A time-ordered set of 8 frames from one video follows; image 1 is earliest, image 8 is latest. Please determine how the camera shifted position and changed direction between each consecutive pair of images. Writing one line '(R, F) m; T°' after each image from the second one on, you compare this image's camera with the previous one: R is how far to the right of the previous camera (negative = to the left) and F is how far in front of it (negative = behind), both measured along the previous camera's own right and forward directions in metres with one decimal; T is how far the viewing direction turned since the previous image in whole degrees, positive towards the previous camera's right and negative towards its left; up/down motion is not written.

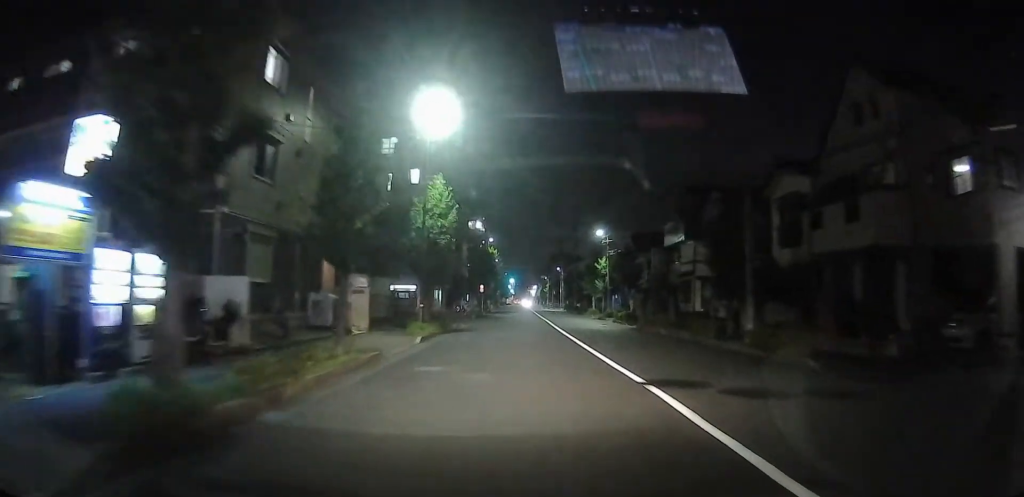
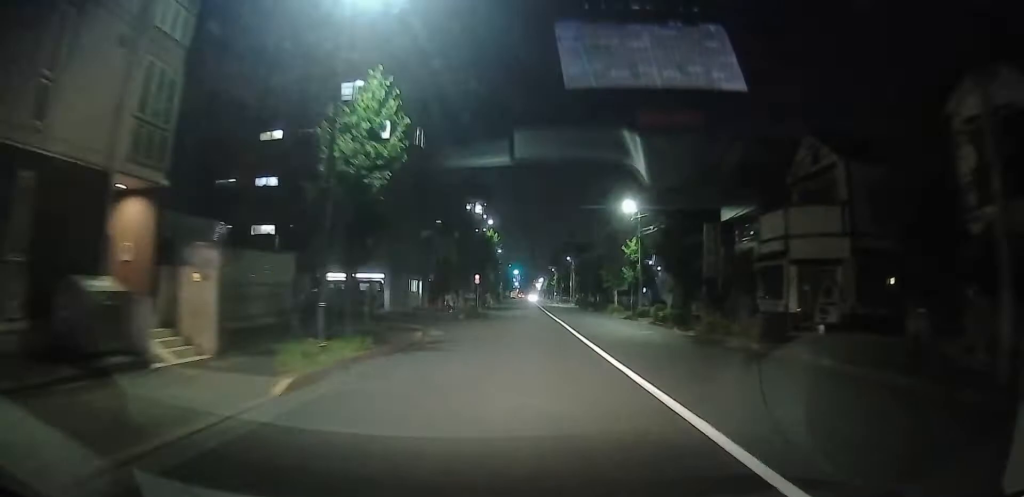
(-1.0, +13.2) m; -4°
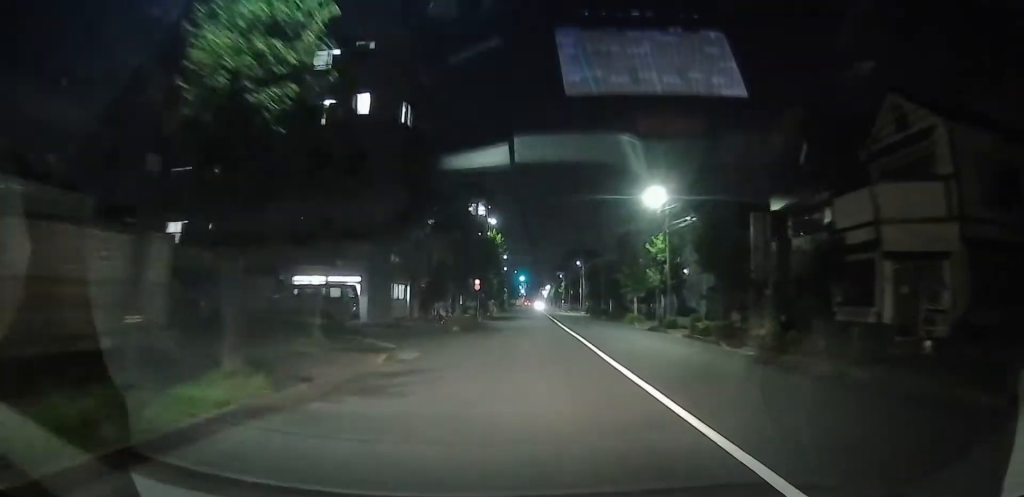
(-0.3, +7.1) m; +2°
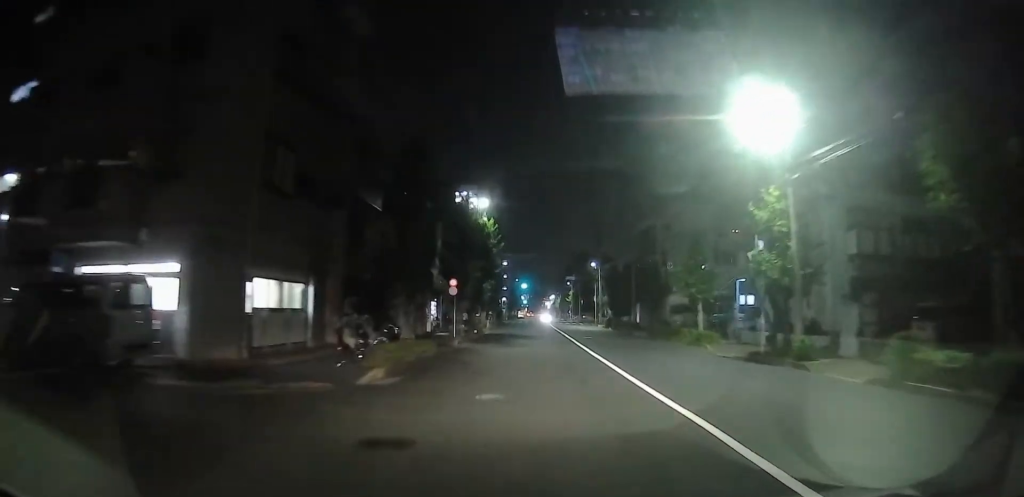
(+1.8, +17.8) m; +6°
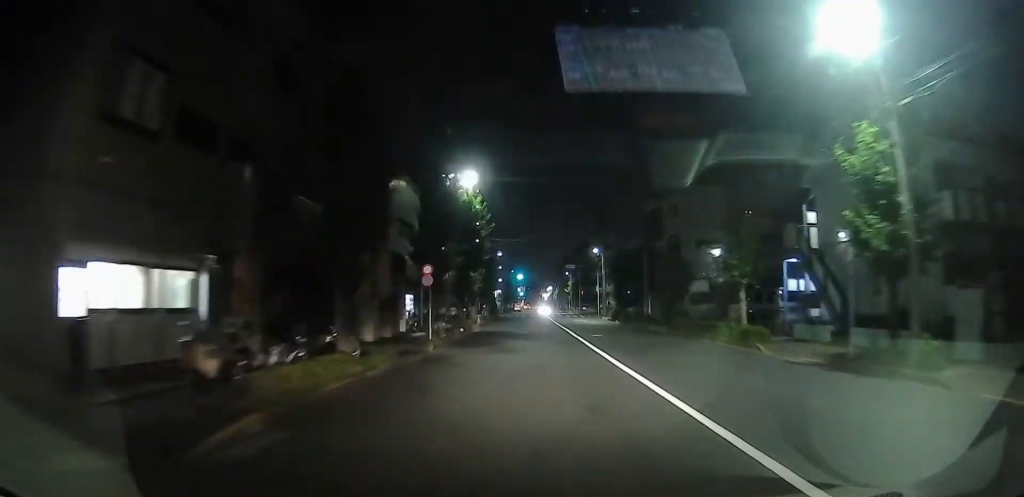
(0.0, +6.7) m; 0°
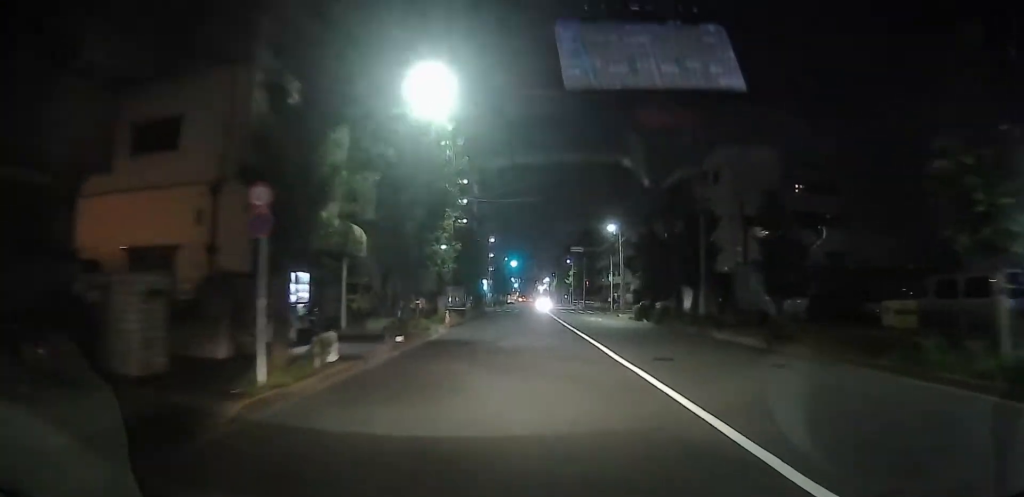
(0.0, +15.2) m; 0°
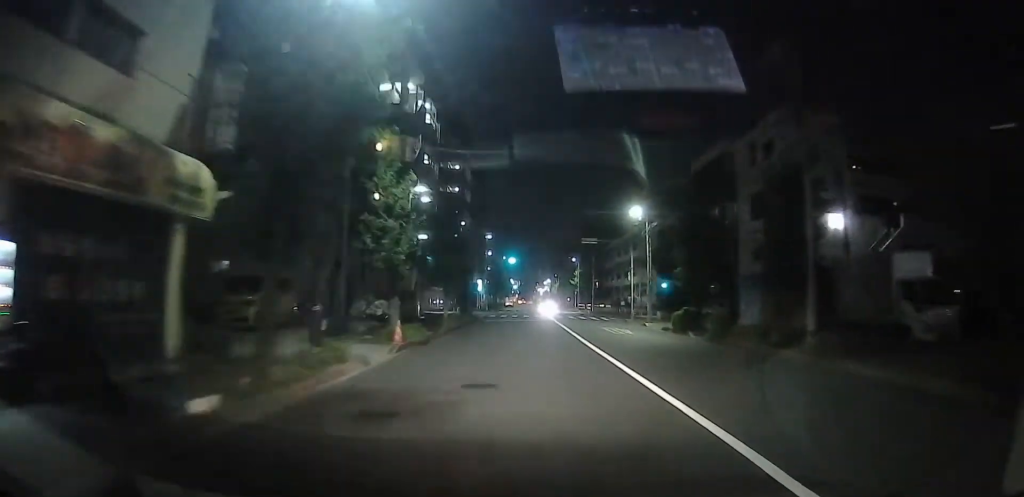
(0.0, +11.5) m; 0°
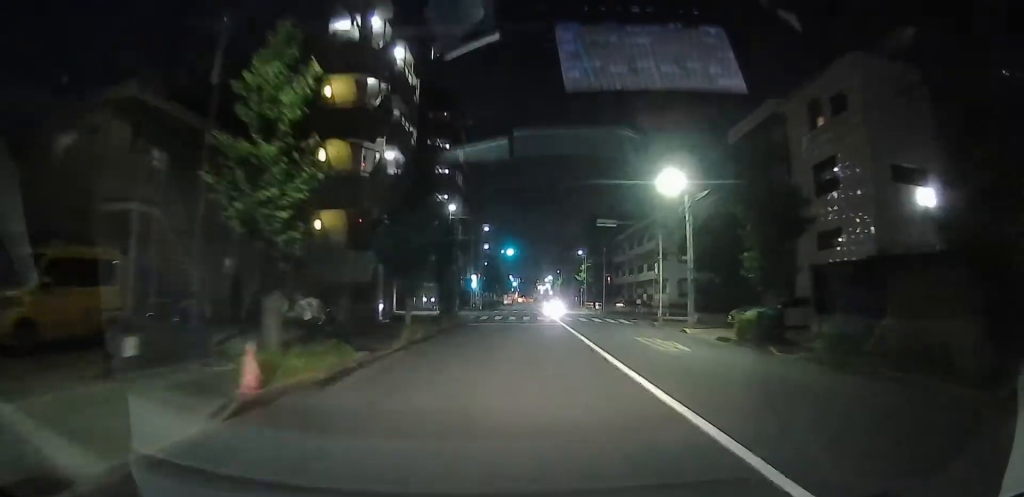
(0.0, +9.9) m; 0°
